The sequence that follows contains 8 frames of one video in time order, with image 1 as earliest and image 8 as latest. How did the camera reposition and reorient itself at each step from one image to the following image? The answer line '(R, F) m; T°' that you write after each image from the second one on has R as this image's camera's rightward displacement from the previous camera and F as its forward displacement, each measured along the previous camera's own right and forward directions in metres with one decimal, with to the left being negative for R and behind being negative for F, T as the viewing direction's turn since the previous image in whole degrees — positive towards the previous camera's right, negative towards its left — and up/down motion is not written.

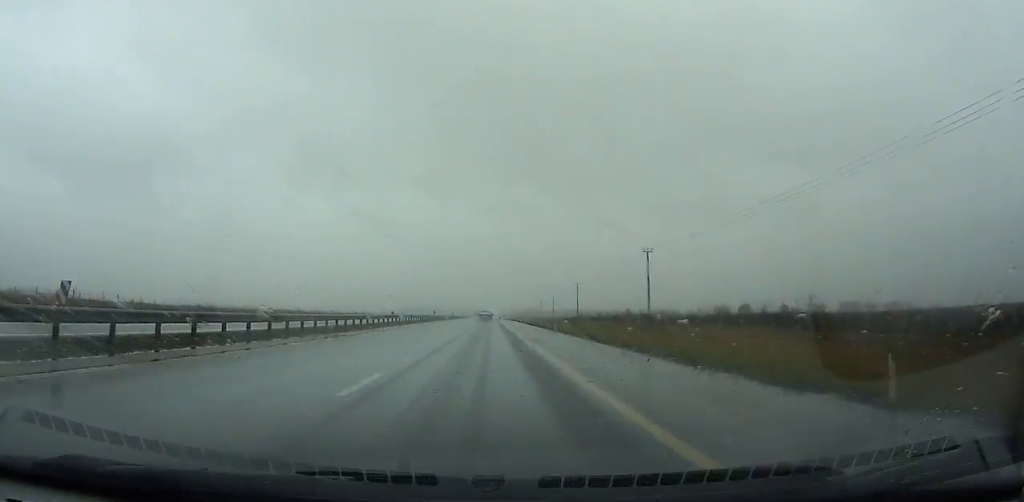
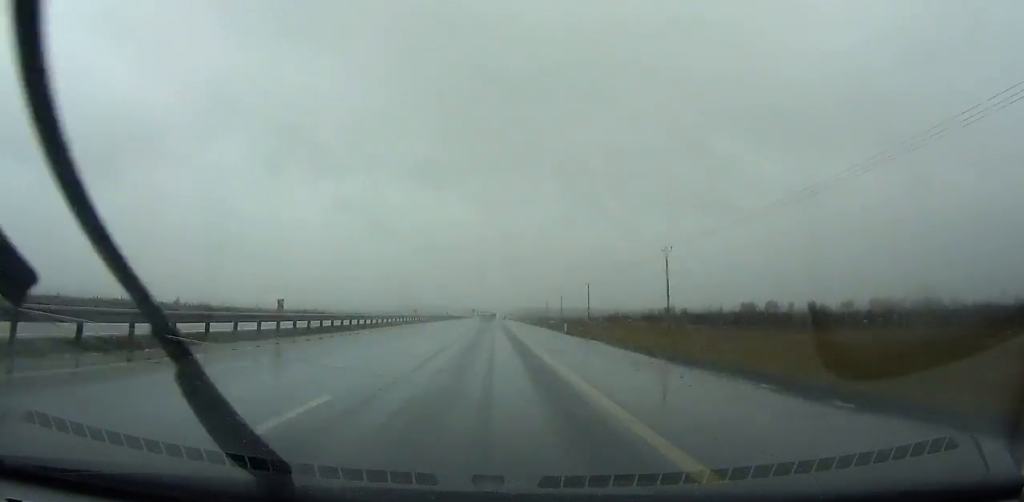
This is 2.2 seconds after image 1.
(0.0, +61.4) m; 0°
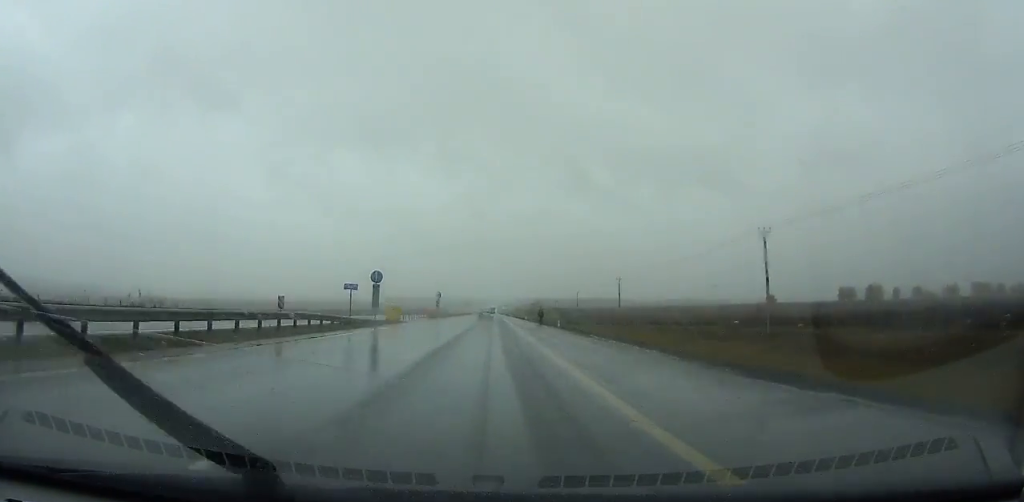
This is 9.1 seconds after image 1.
(-0.5, +191.4) m; 0°
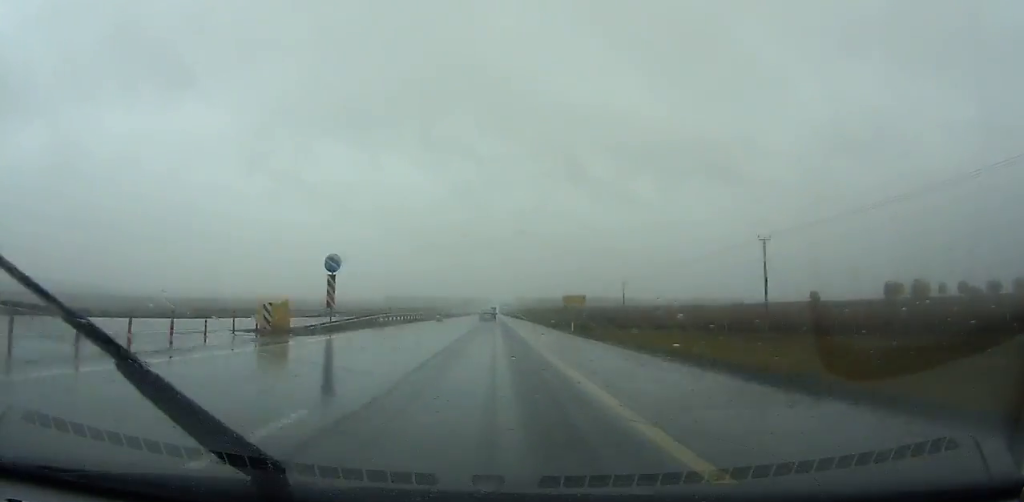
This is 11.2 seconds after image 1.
(0.0, +57.2) m; 0°
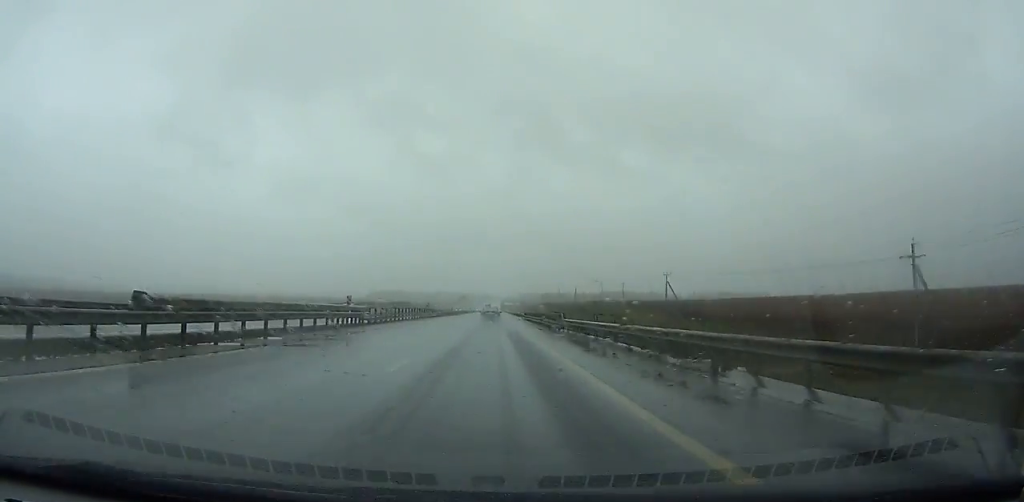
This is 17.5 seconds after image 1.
(+0.2, +168.8) m; 0°
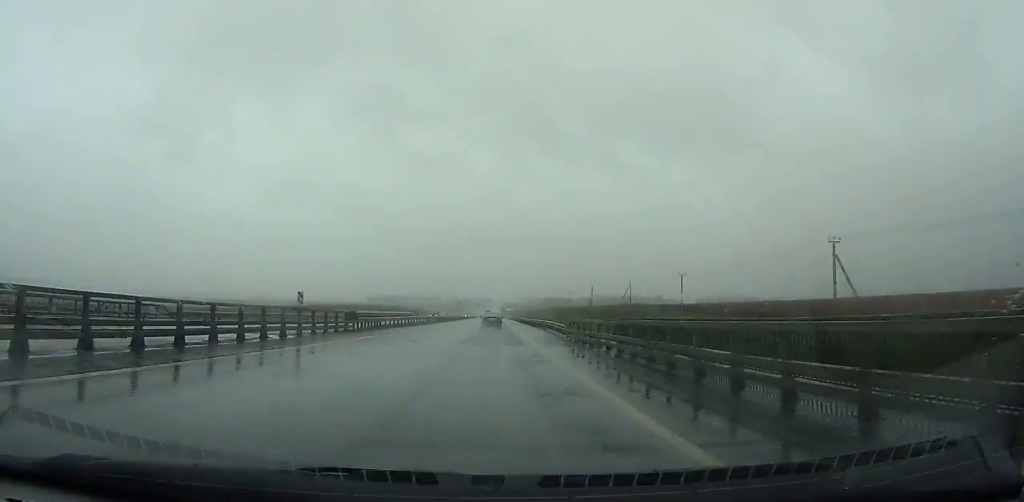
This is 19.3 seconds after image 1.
(0.0, +47.6) m; 0°
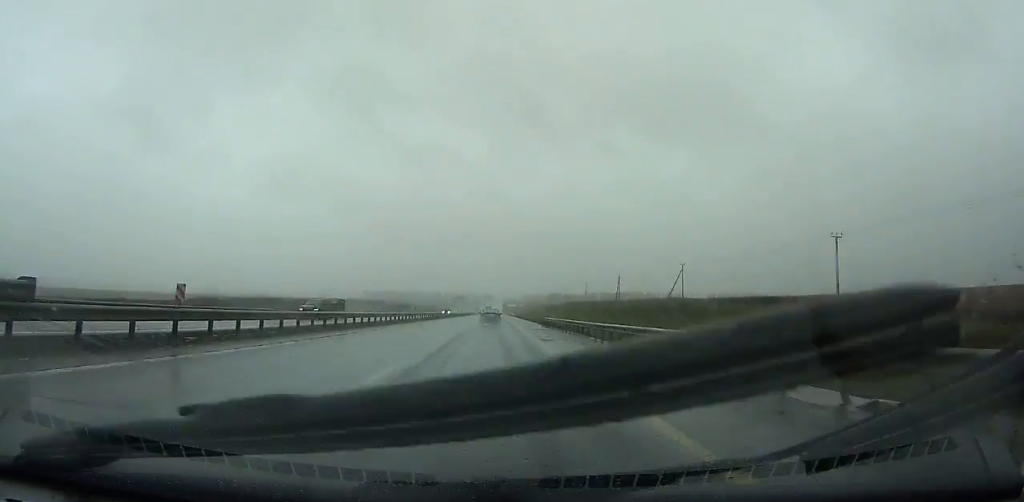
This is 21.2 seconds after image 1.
(-0.1, +50.0) m; 0°
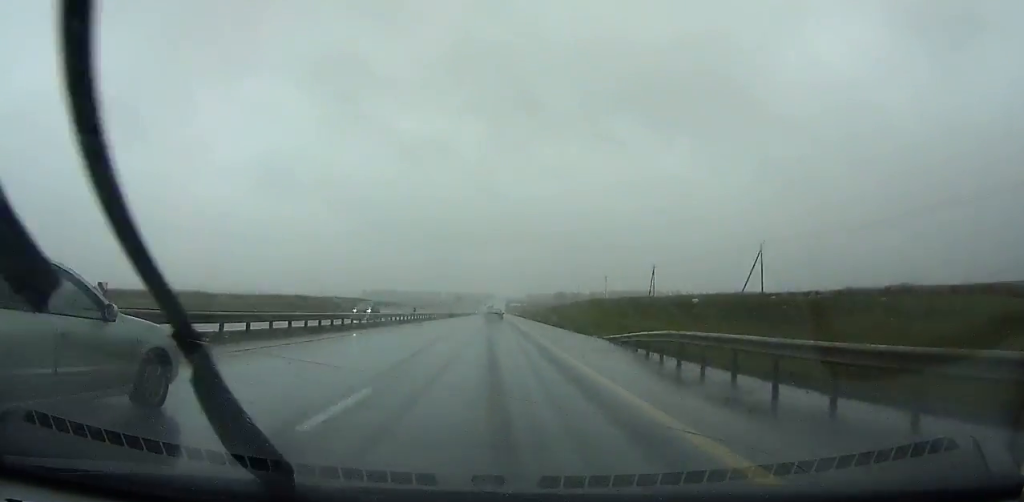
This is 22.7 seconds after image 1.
(0.0, +39.4) m; 0°
